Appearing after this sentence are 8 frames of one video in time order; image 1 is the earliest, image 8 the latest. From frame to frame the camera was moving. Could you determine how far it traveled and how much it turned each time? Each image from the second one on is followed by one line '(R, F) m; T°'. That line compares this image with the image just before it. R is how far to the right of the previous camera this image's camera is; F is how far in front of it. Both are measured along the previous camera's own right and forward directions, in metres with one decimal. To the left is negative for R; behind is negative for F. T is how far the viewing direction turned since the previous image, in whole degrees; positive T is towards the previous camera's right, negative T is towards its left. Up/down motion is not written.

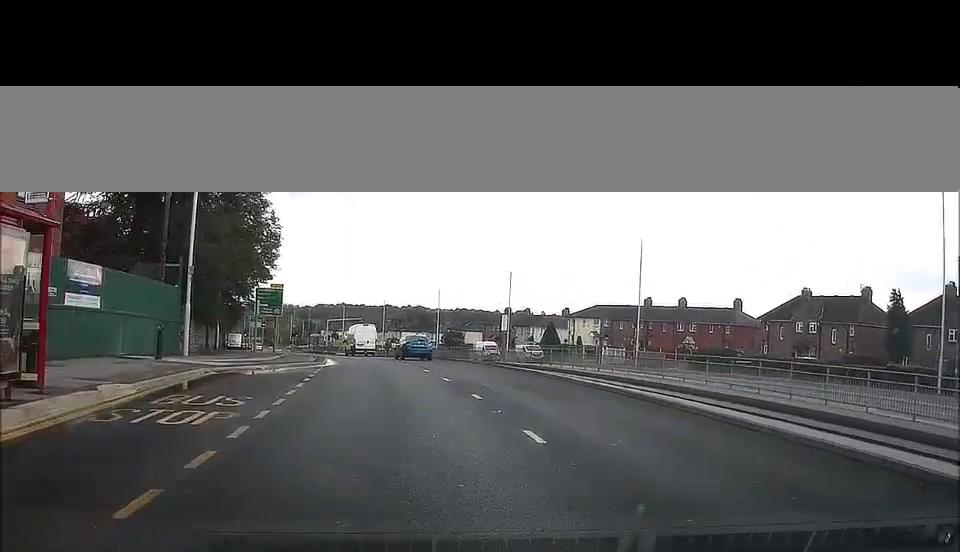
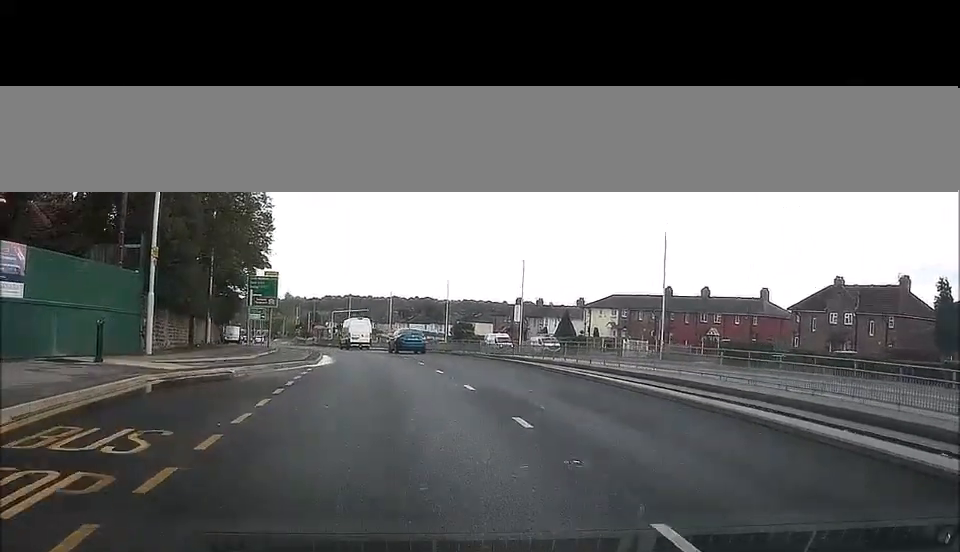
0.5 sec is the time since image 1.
(-0.1, +5.2) m; -1°
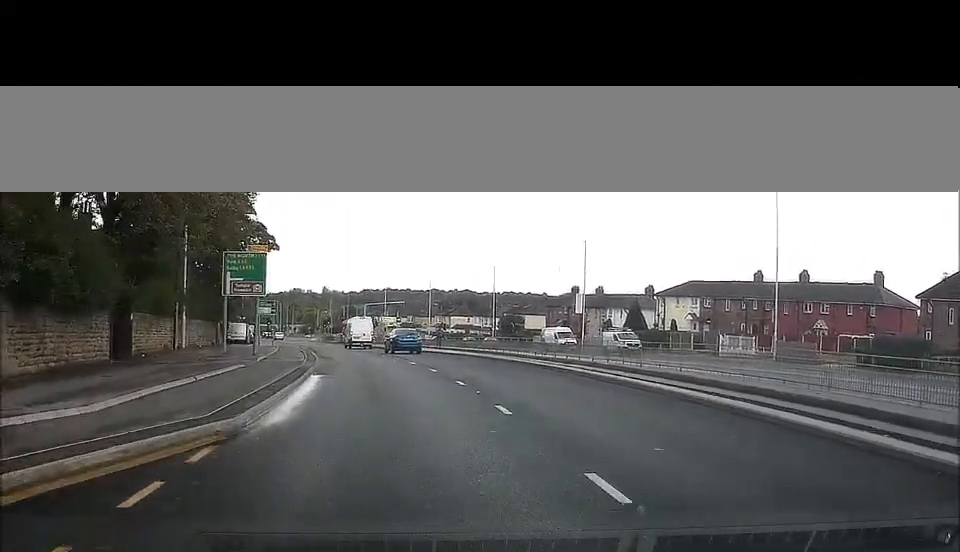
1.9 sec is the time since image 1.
(-0.9, +15.9) m; -5°
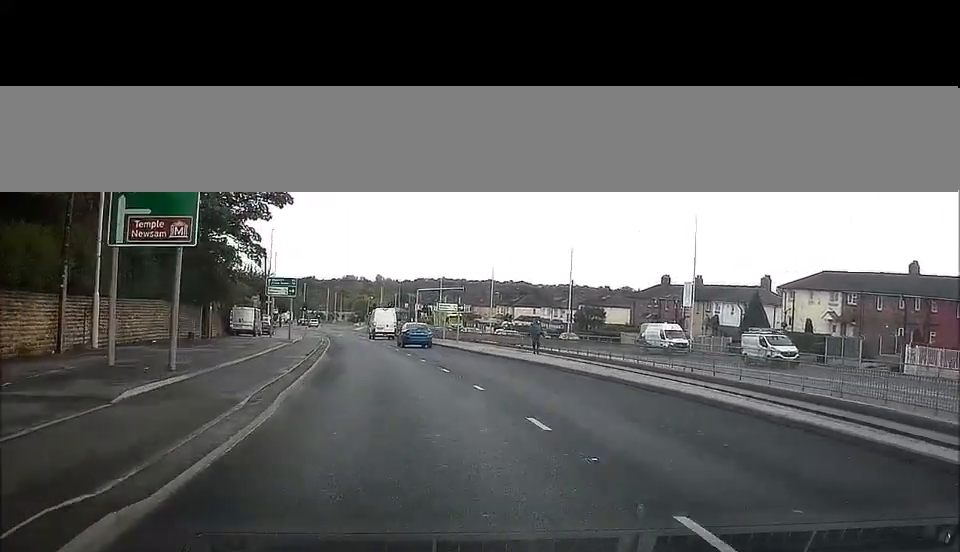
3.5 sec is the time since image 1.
(-0.6, +19.8) m; -4°
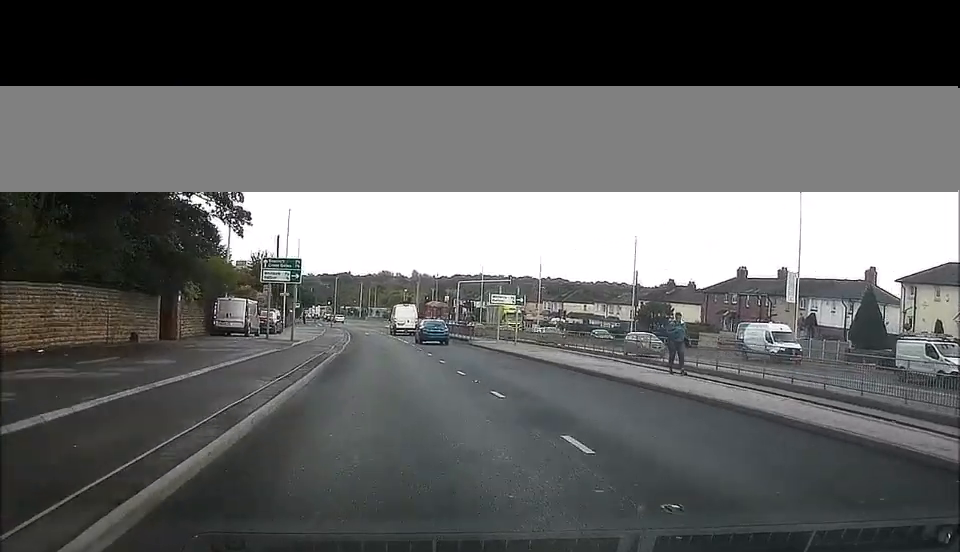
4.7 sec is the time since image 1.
(-0.3, +14.3) m; -1°
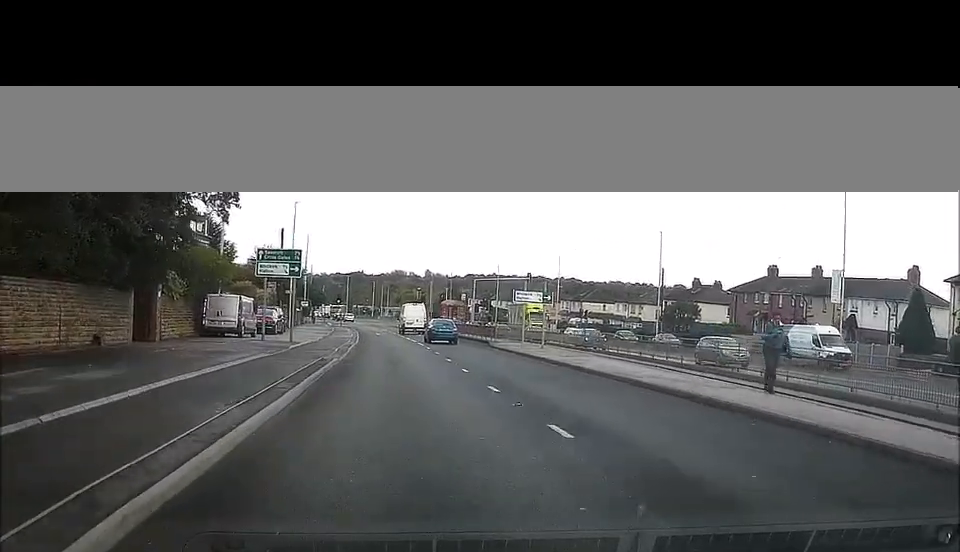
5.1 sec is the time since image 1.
(0.0, +5.4) m; 0°
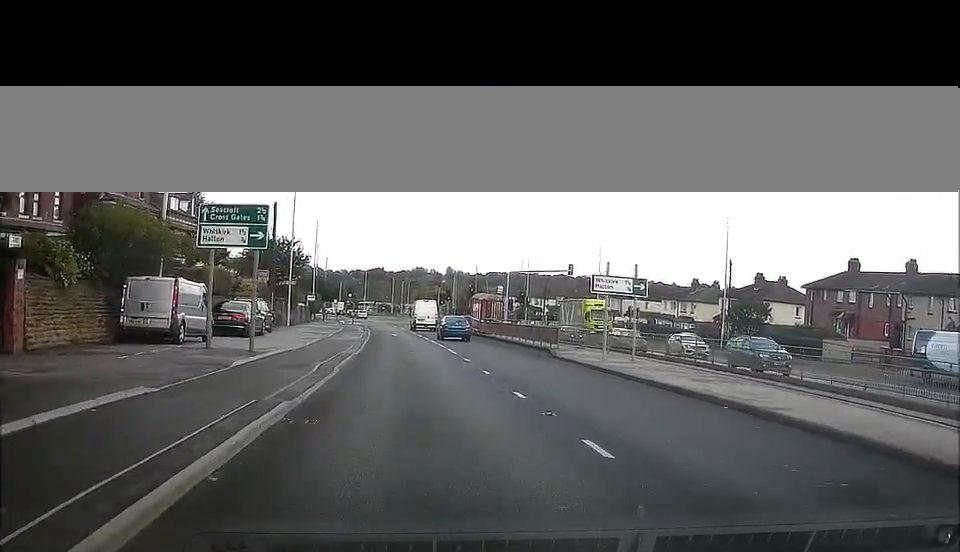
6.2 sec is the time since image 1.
(0.0, +13.8) m; 0°
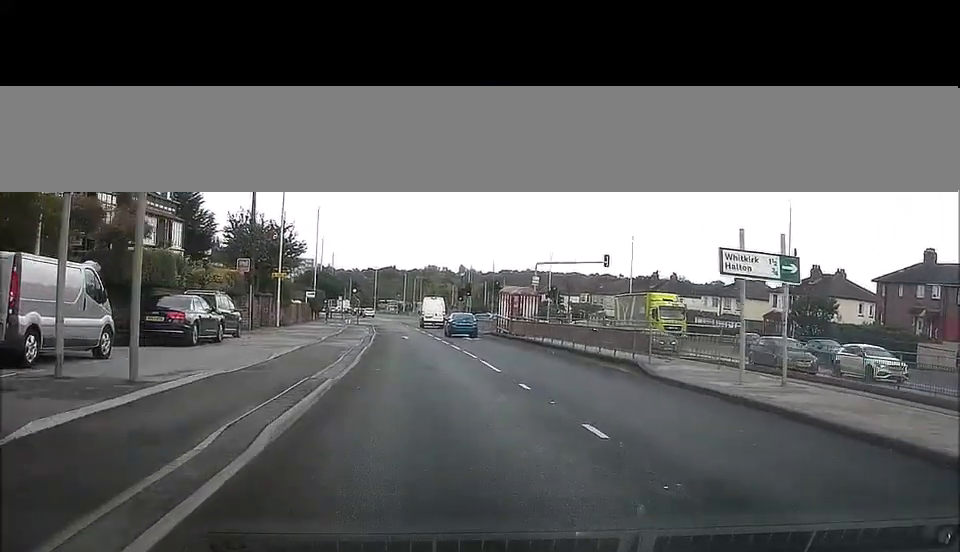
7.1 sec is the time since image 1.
(0.0, +11.3) m; 0°
